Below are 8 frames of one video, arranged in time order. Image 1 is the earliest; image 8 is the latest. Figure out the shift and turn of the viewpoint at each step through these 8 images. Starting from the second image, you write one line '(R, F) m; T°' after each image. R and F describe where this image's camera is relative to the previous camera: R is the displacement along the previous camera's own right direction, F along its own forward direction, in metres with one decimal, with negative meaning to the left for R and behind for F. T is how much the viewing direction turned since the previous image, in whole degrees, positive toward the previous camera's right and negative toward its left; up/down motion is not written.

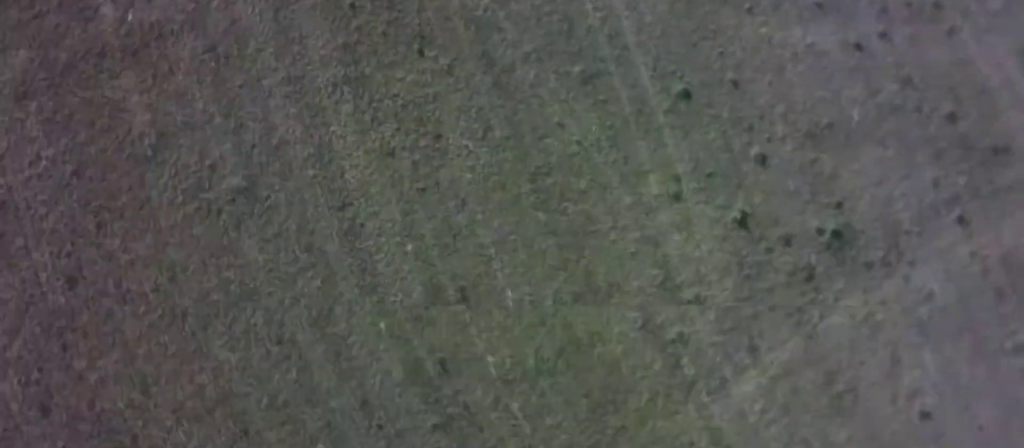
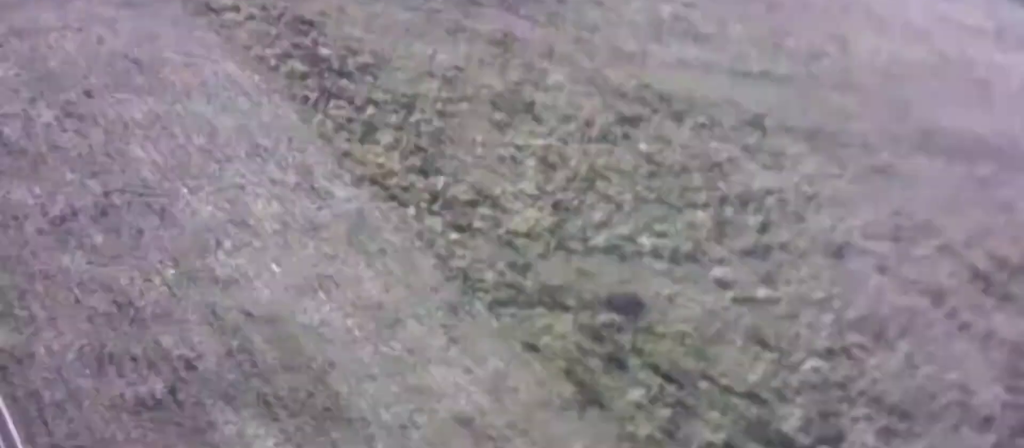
(+3.2, +18.0) m; +8°
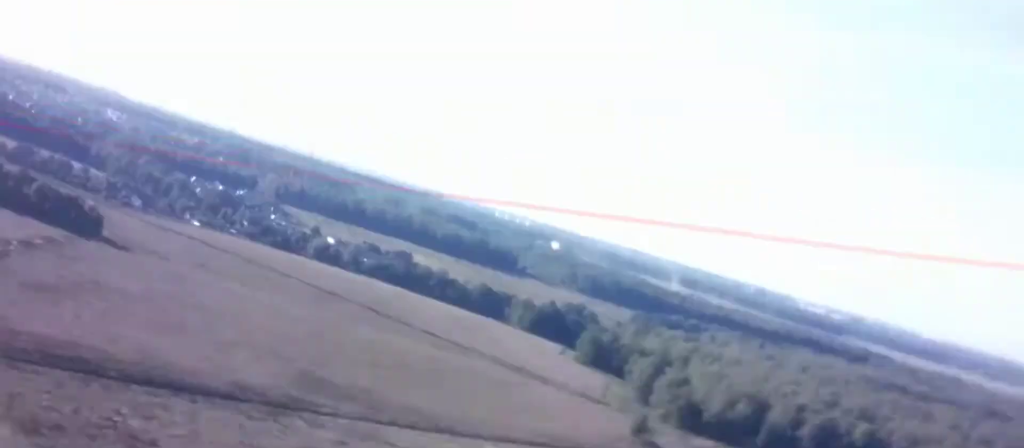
(-0.5, +12.8) m; -1°
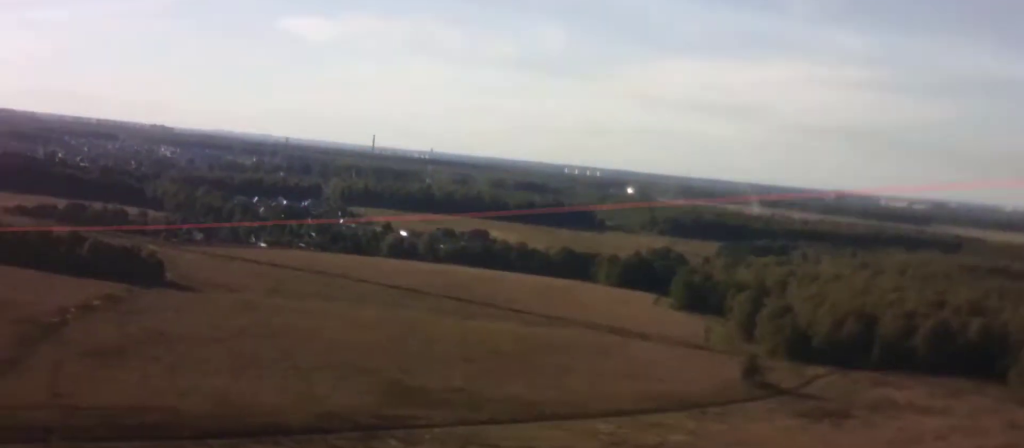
(-0.3, +28.2) m; -2°
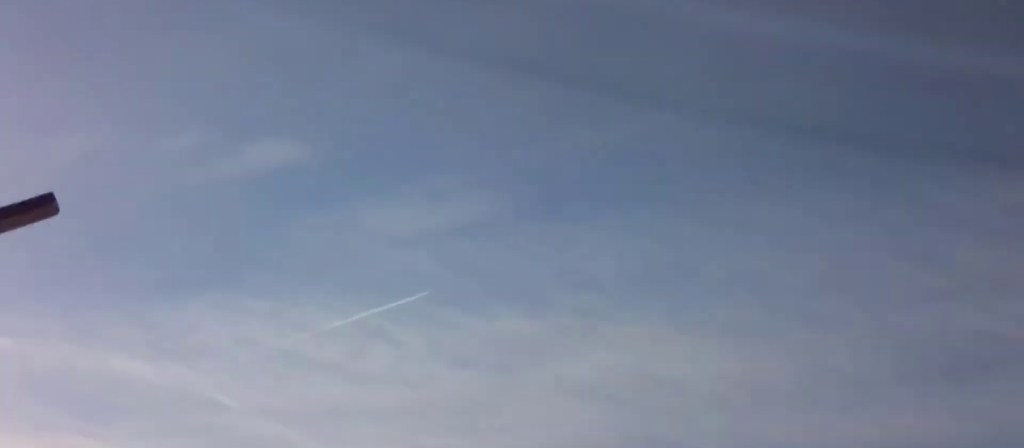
(-0.9, +27.9) m; -3°
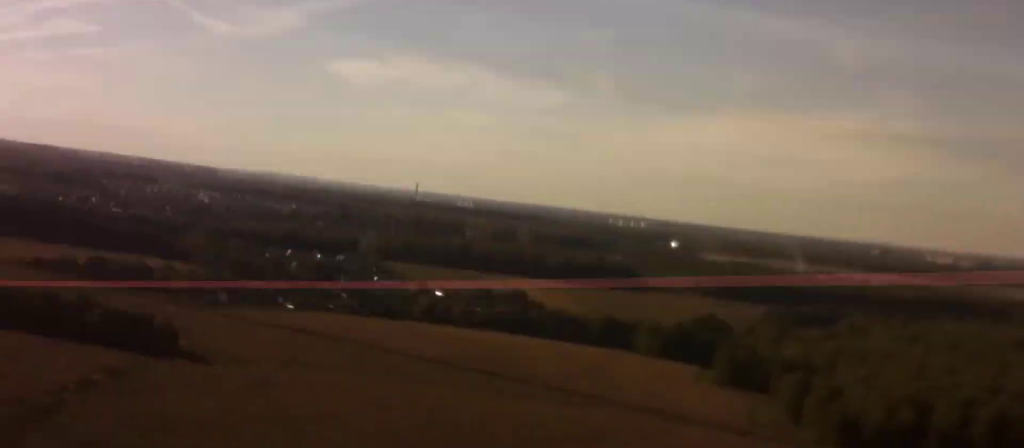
(-0.1, +16.0) m; -2°
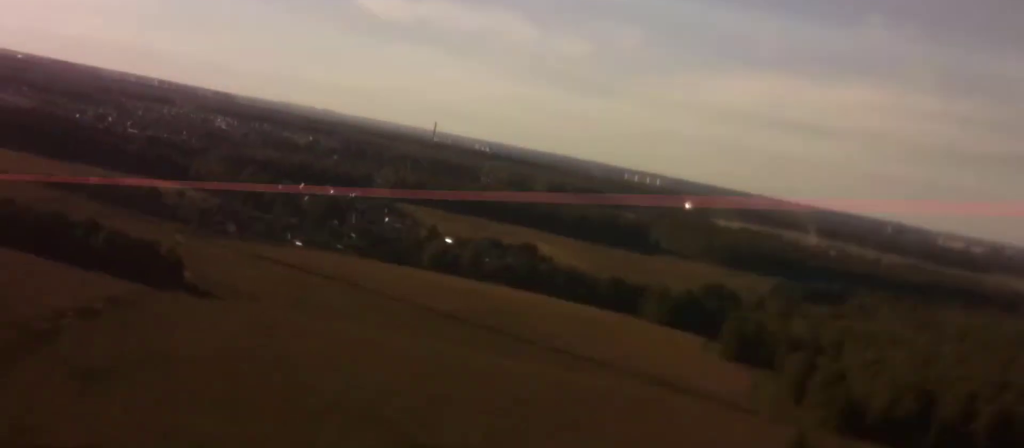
(-0.2, +7.0) m; -2°
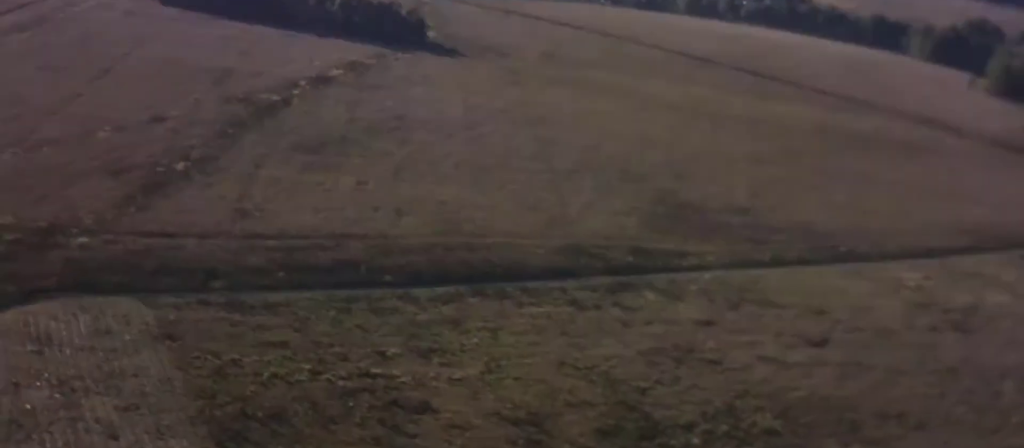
(-2.5, +32.5) m; -9°
